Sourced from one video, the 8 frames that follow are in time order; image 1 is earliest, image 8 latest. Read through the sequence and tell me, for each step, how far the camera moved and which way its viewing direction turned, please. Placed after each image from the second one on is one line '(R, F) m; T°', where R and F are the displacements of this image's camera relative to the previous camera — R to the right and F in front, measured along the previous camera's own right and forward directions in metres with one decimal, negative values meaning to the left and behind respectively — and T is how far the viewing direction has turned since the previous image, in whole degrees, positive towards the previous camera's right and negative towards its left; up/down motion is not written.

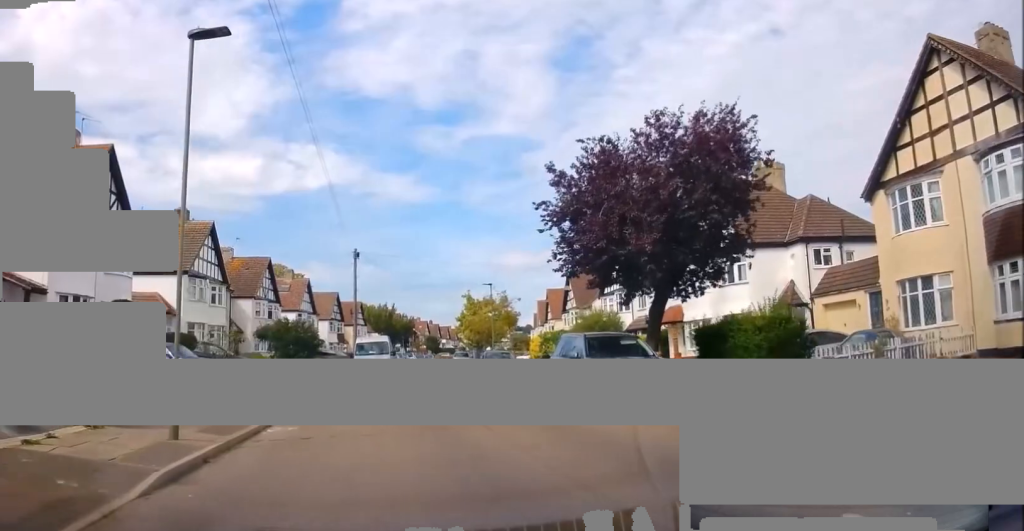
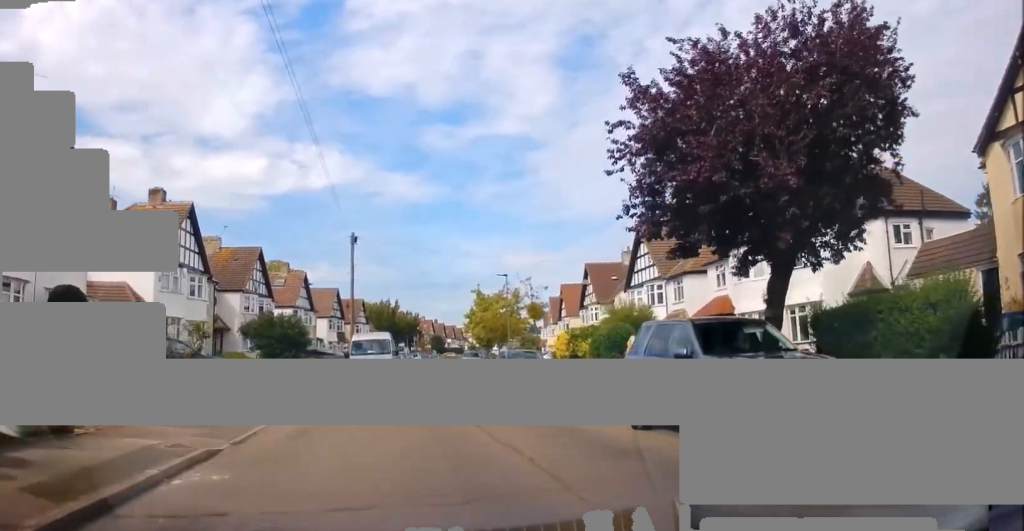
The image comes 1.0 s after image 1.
(+0.1, +5.6) m; 0°
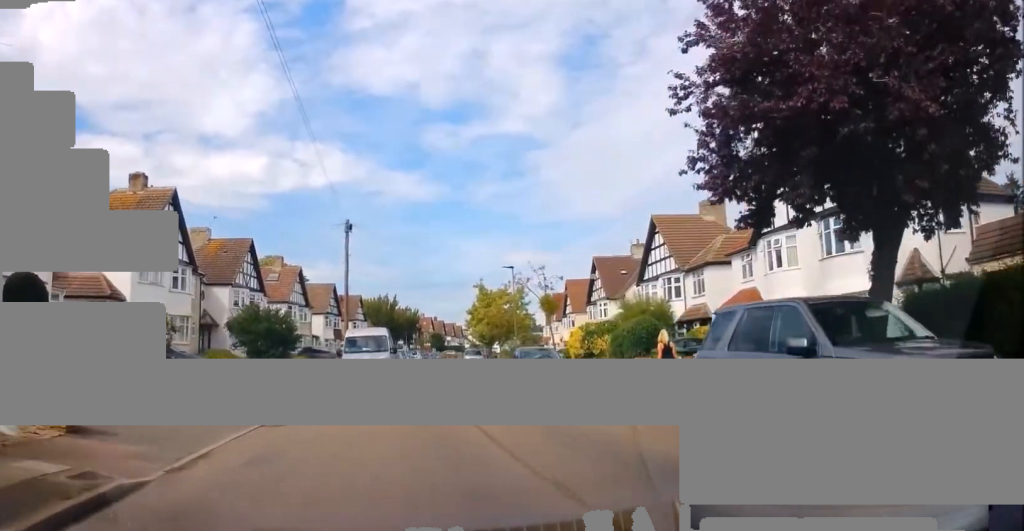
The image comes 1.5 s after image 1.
(0.0, +2.9) m; -1°
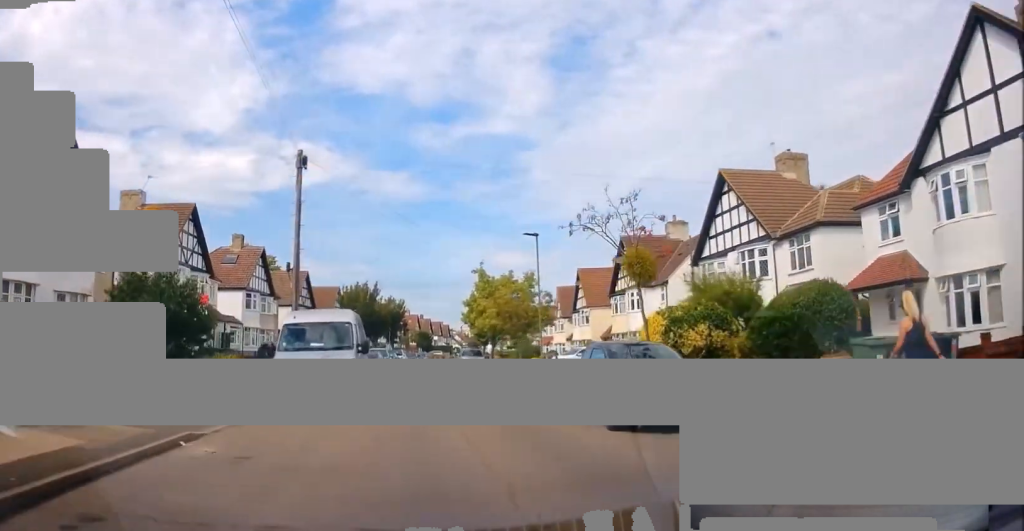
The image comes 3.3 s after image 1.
(-0.3, +11.3) m; -2°
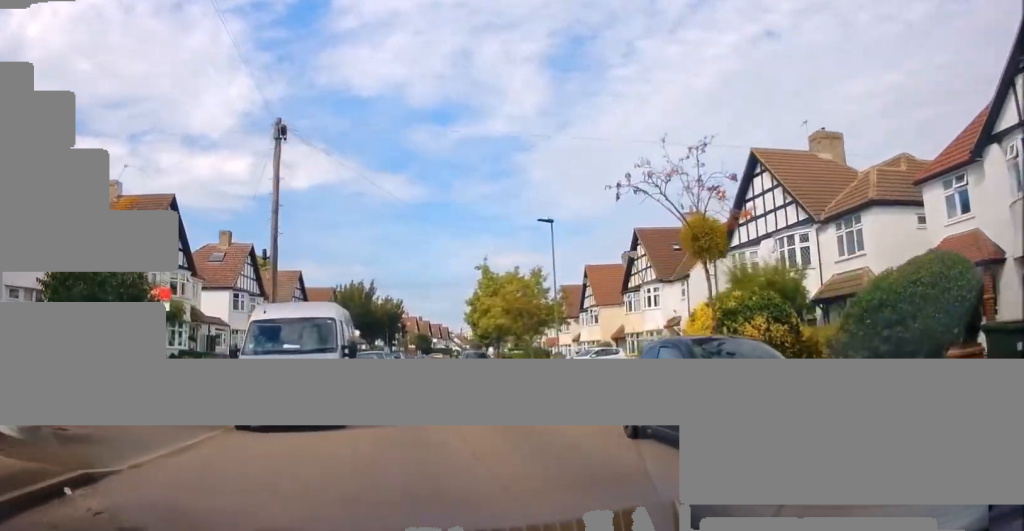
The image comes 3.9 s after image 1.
(+0.1, +3.4) m; +3°
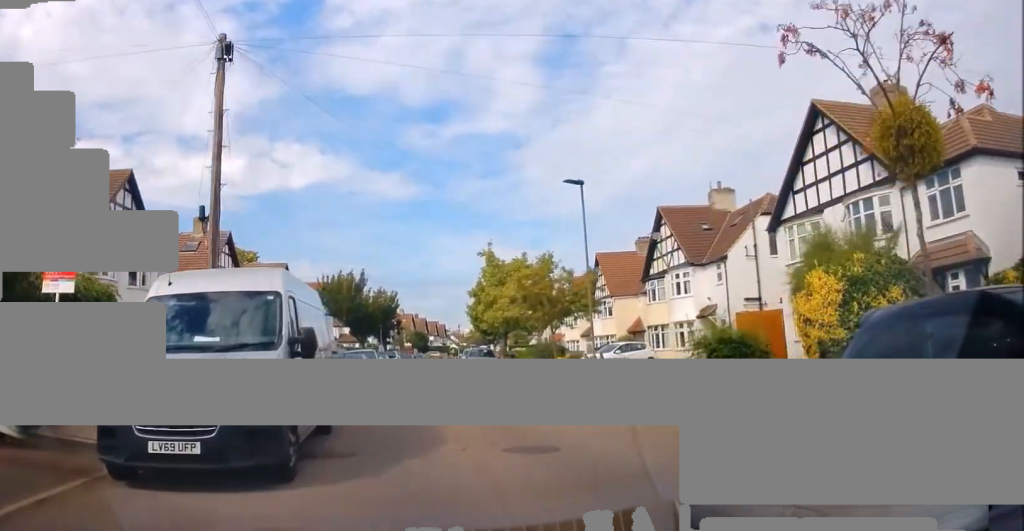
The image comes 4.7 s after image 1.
(+0.2, +5.2) m; +3°
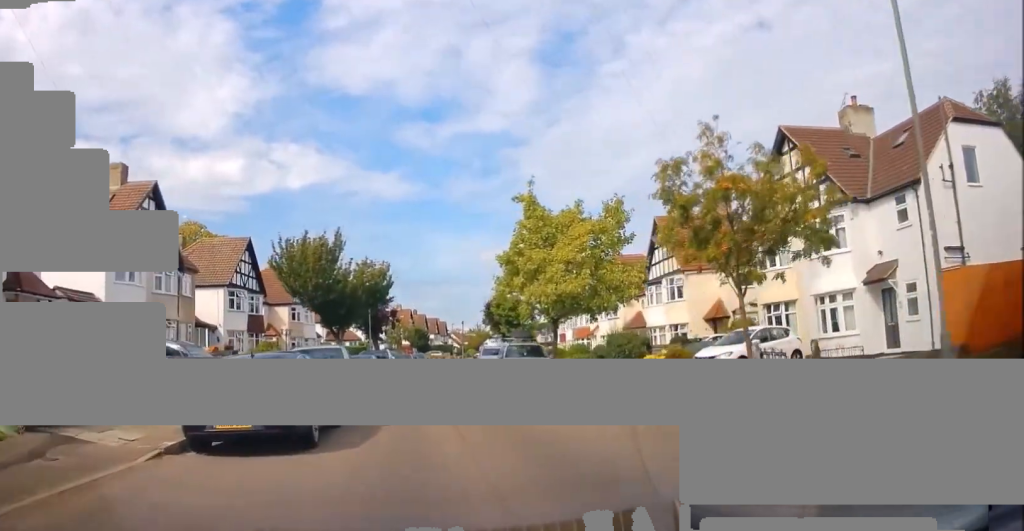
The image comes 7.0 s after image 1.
(-0.3, +14.0) m; -2°
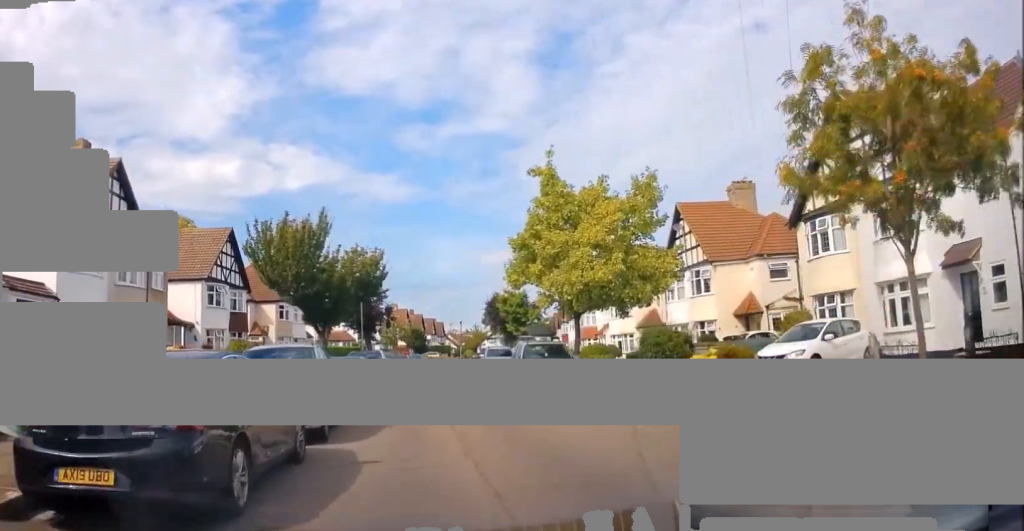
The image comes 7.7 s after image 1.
(0.0, +4.2) m; +1°
